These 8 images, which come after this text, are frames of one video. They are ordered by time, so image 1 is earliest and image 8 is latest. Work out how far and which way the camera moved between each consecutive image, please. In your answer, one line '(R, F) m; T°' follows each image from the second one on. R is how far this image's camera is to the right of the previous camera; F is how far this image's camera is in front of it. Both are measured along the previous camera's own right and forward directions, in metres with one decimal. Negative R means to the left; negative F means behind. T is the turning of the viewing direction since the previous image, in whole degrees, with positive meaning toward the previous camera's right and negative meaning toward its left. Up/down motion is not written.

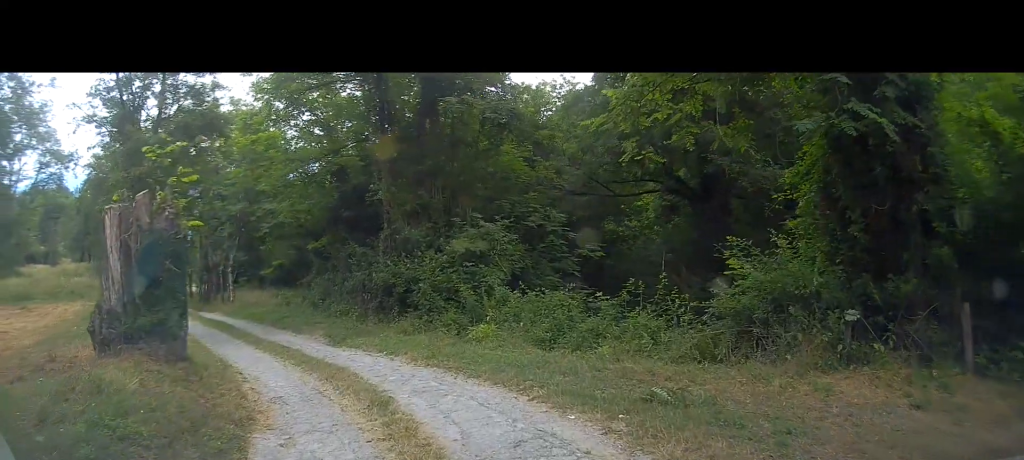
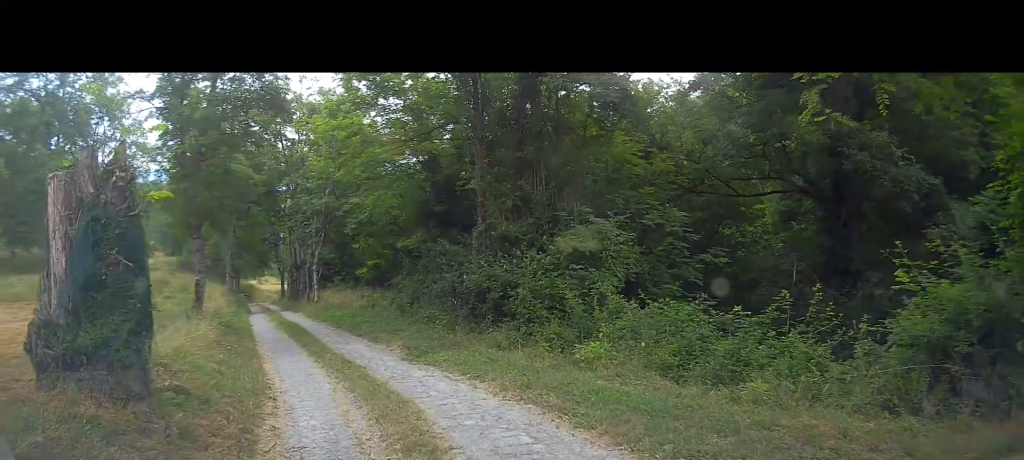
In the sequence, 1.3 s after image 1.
(-0.1, +2.7) m; -11°
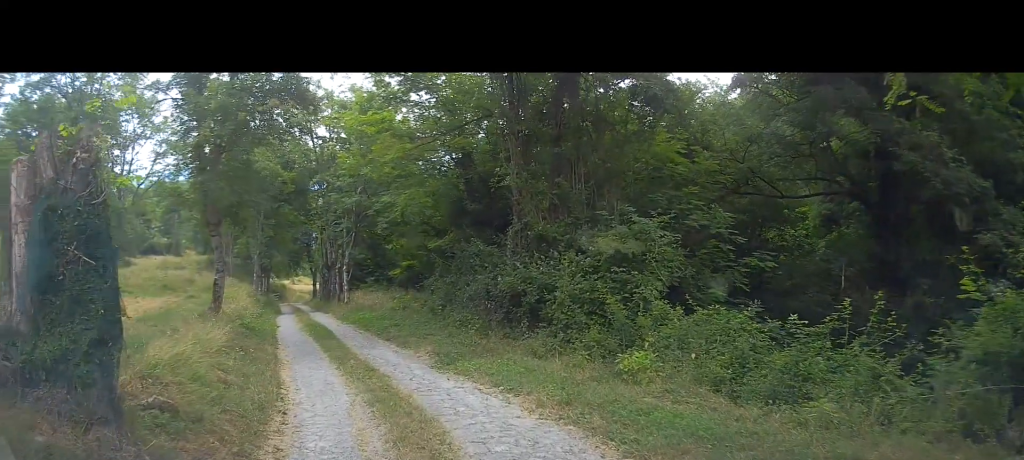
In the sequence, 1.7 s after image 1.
(-0.1, +0.9) m; -5°
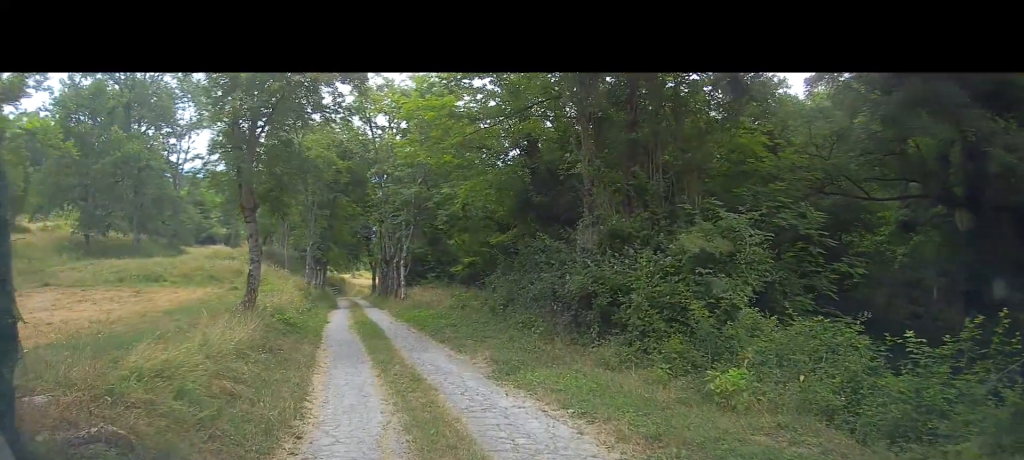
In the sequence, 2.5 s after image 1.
(-0.1, +1.5) m; -5°
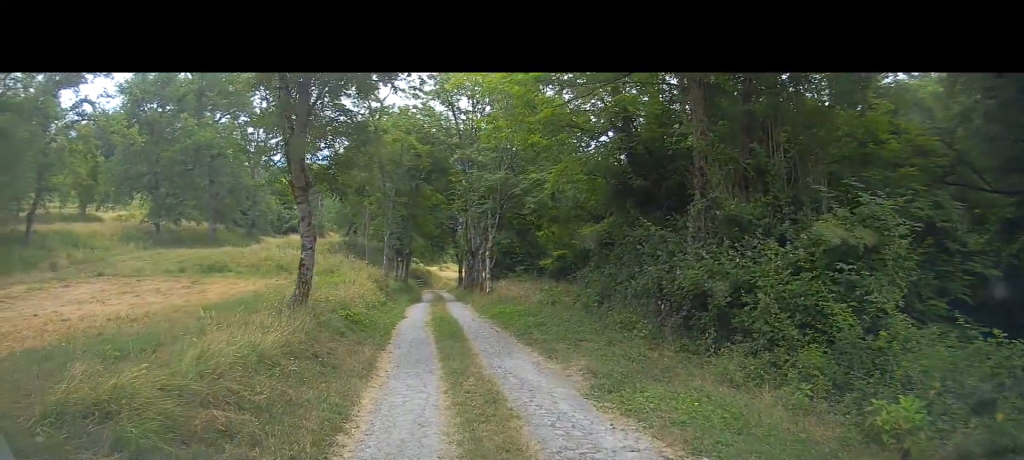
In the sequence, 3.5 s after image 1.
(0.0, +1.9) m; -6°
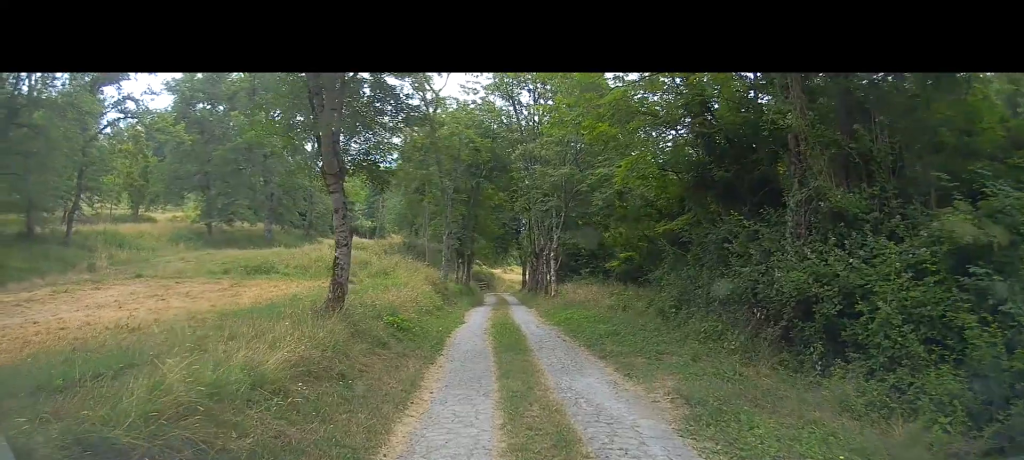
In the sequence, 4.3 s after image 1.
(0.0, +1.4) m; -9°
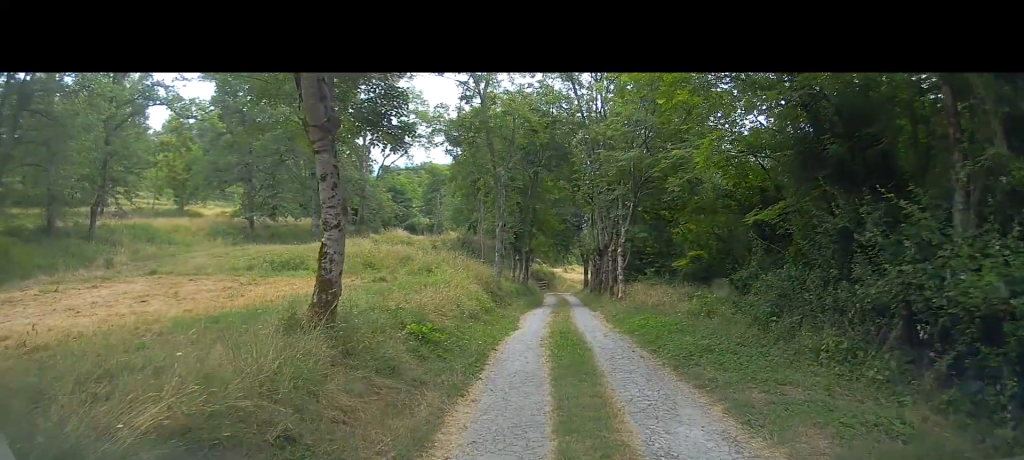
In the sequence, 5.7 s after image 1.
(-0.1, +2.7) m; -7°
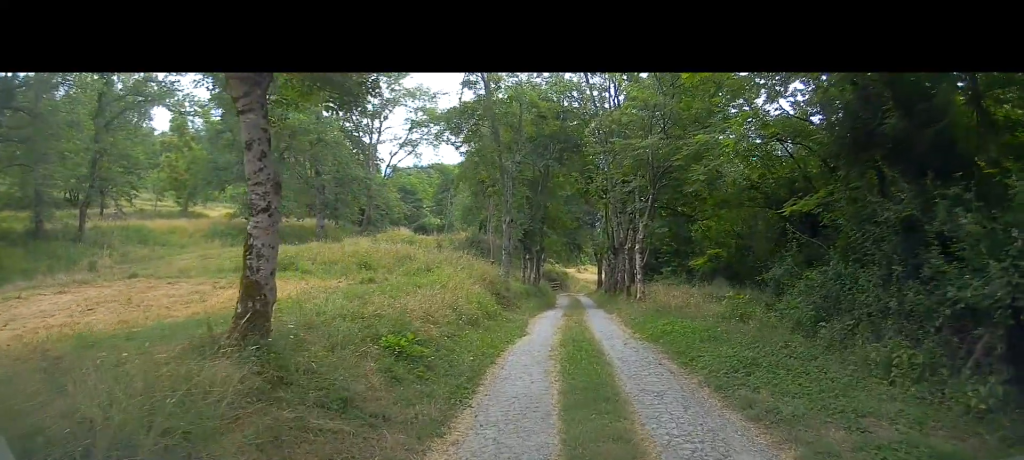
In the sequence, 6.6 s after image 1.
(-0.2, +1.8) m; -8°
